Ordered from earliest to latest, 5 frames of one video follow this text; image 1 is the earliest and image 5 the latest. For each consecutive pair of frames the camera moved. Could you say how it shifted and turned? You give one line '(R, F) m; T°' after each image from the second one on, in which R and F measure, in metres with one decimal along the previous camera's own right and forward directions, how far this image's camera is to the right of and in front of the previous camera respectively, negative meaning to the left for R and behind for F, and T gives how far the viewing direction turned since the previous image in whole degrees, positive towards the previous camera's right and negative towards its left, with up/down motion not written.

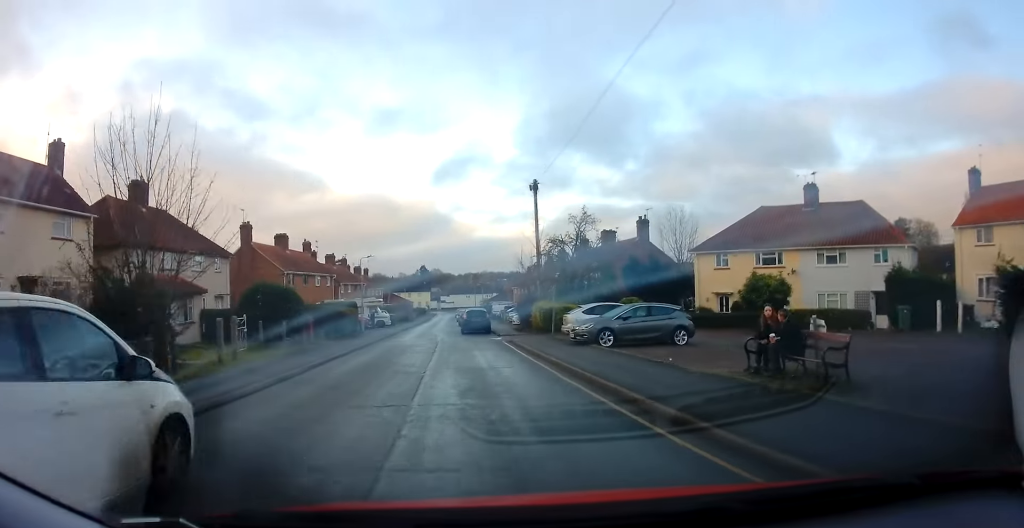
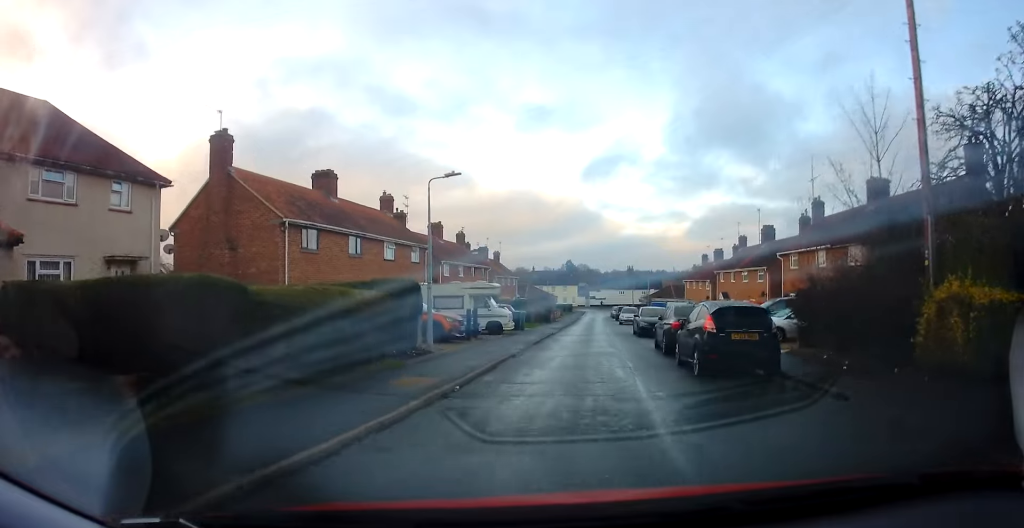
(-2.6, +21.7) m; -11°
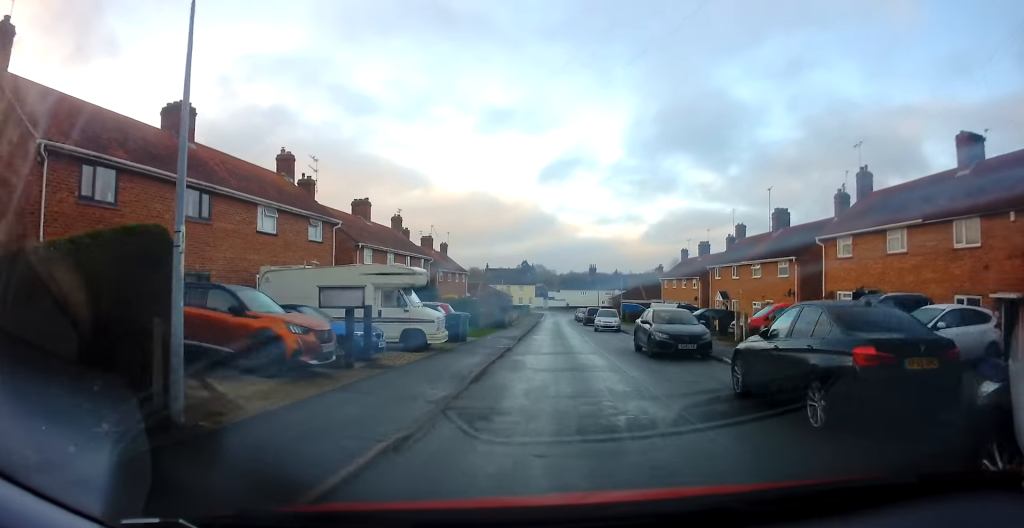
(-0.2, +10.4) m; 0°
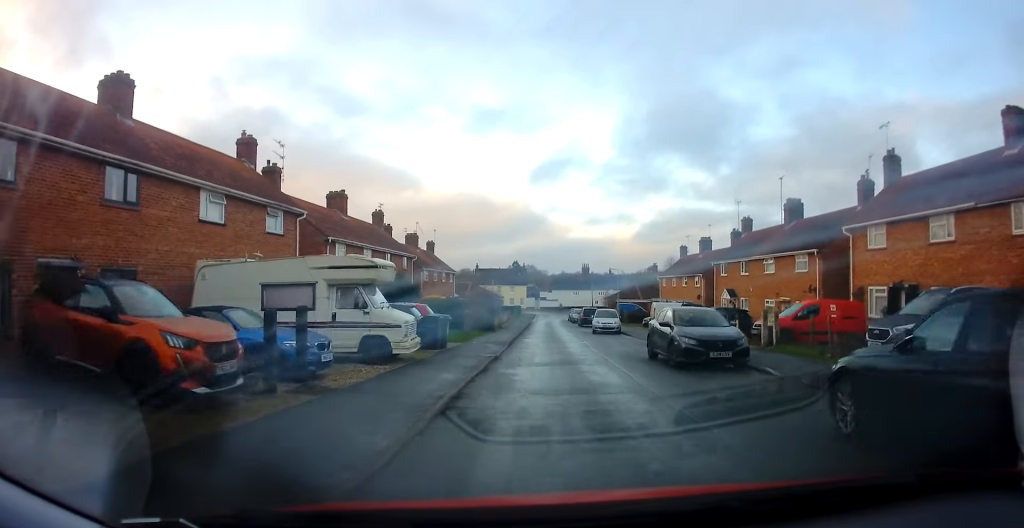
(+0.1, +3.4) m; +1°
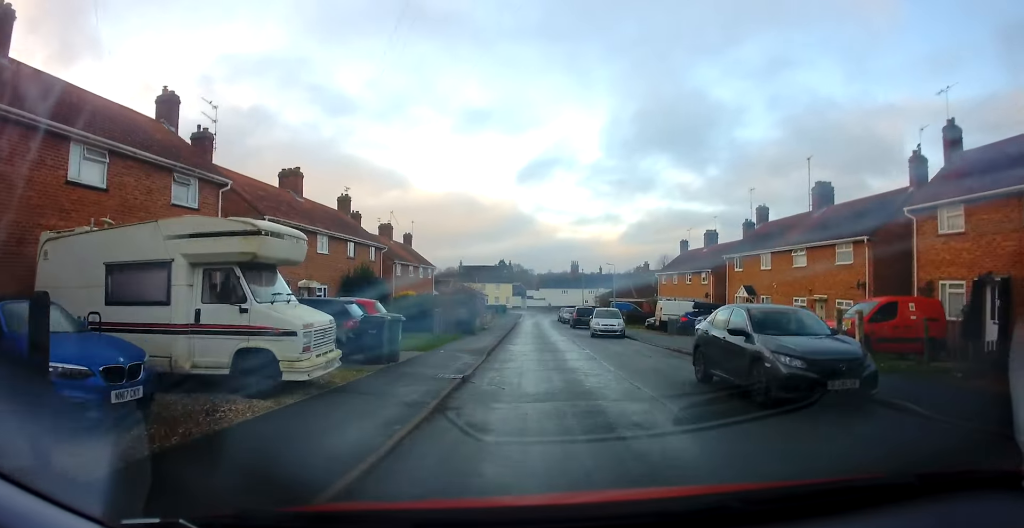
(+0.1, +5.7) m; +3°
